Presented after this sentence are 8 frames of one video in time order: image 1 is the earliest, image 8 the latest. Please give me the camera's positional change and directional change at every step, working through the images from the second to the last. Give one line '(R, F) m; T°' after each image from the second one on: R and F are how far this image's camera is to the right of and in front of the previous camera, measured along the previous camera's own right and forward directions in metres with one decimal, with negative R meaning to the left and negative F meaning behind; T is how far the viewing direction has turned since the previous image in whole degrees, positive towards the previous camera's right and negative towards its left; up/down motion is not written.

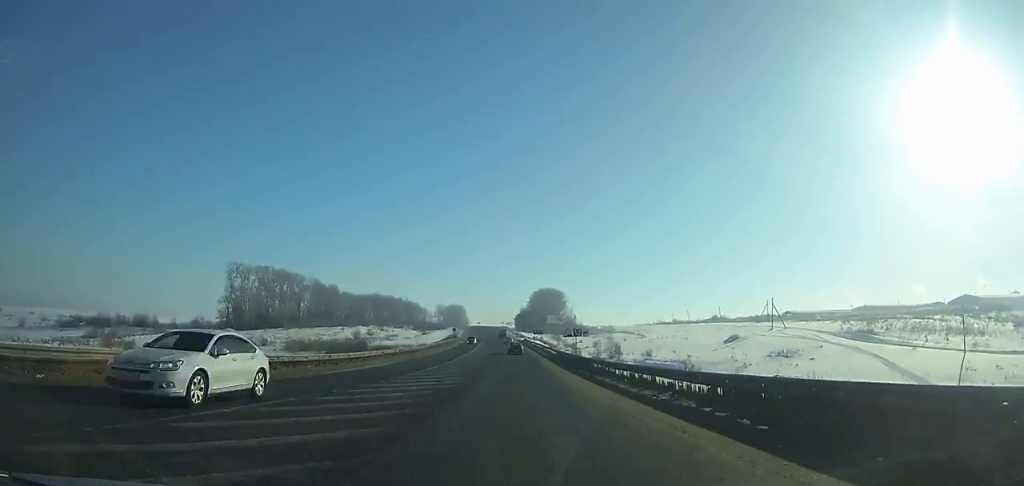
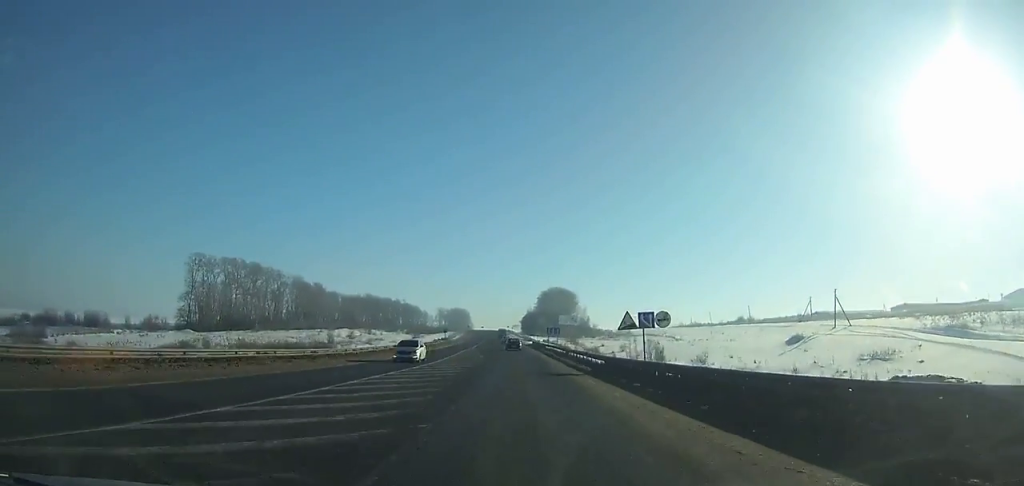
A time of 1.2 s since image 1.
(+0.1, +33.1) m; -1°
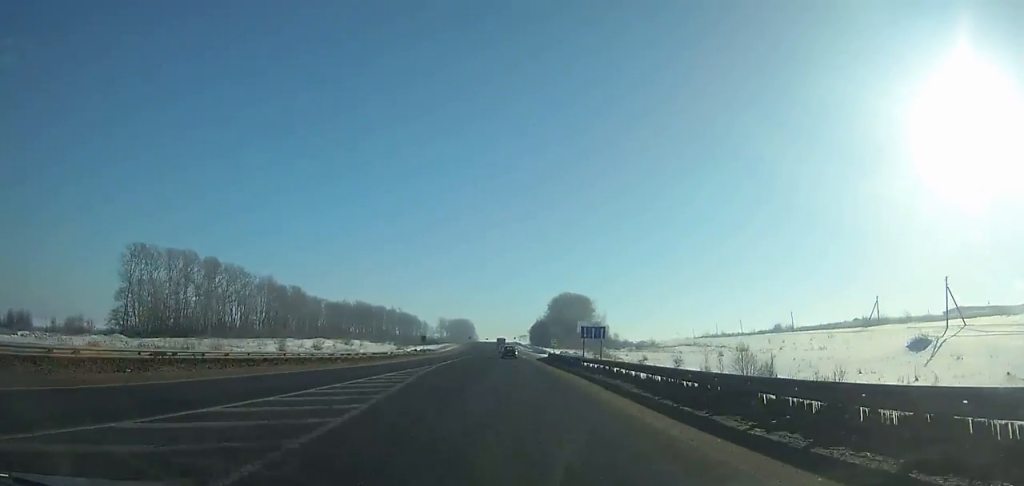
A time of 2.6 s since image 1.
(-0.7, +38.5) m; -1°
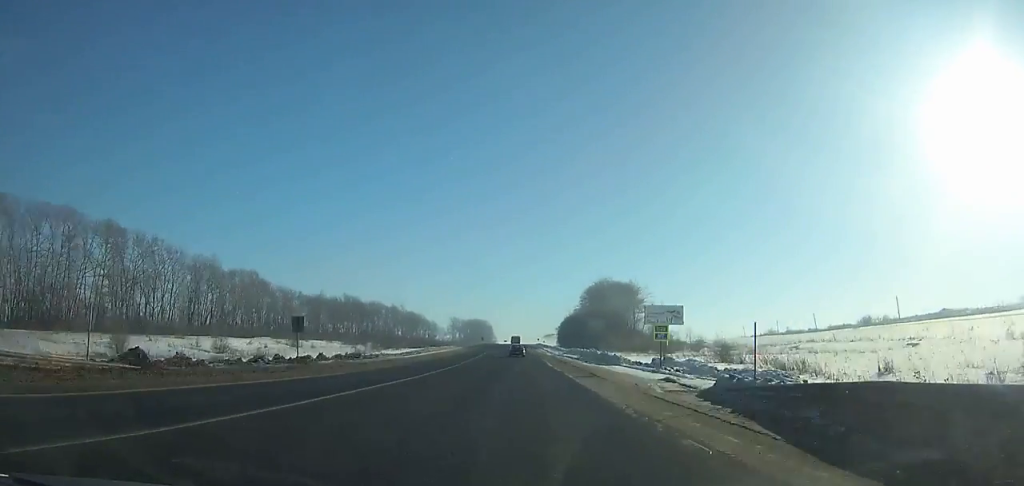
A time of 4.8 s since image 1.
(-0.7, +60.2) m; -1°
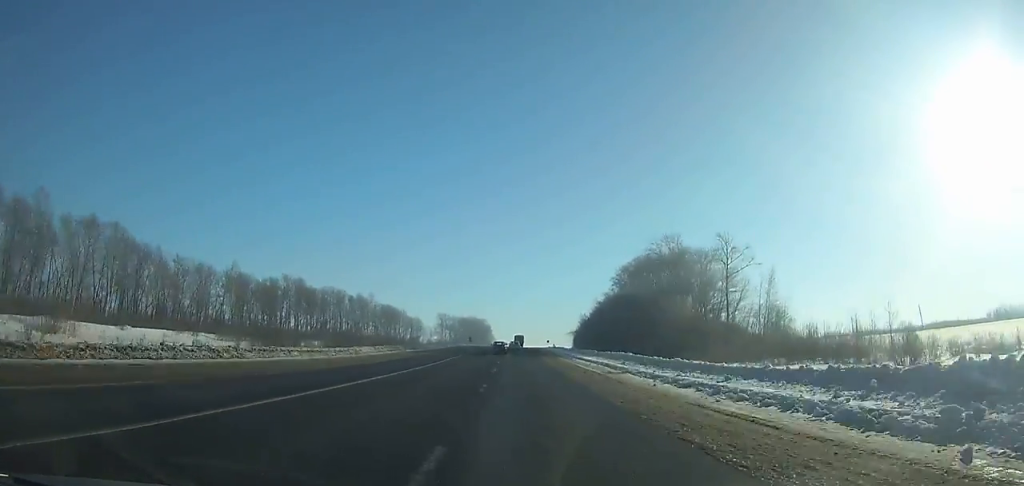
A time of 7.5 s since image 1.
(-0.7, +73.0) m; -1°
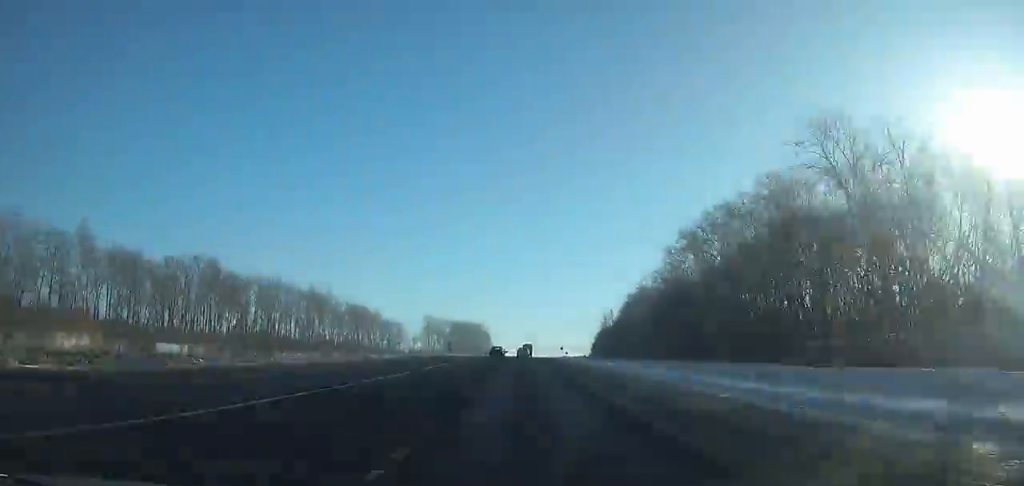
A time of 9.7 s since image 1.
(-0.2, +58.3) m; +1°
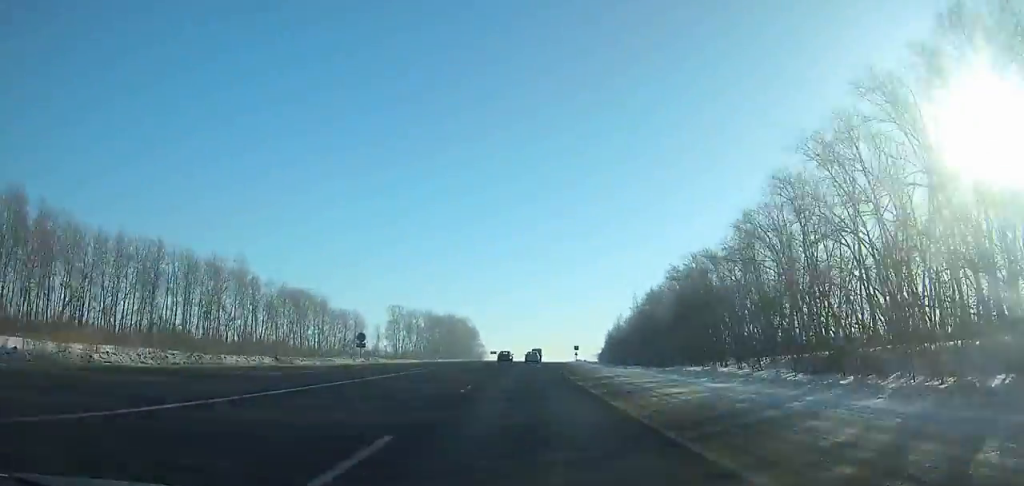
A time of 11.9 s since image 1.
(+0.6, +56.4) m; +1°
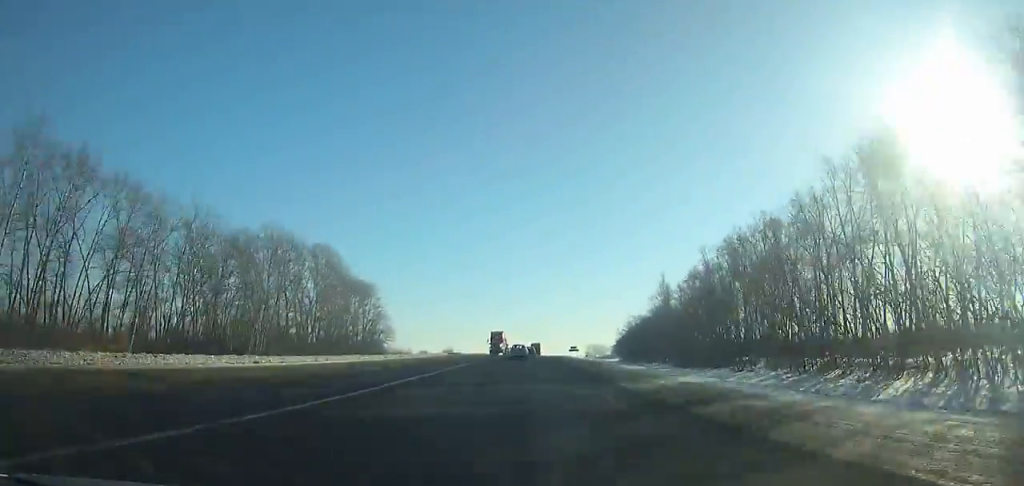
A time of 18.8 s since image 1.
(+5.2, +166.9) m; +4°
